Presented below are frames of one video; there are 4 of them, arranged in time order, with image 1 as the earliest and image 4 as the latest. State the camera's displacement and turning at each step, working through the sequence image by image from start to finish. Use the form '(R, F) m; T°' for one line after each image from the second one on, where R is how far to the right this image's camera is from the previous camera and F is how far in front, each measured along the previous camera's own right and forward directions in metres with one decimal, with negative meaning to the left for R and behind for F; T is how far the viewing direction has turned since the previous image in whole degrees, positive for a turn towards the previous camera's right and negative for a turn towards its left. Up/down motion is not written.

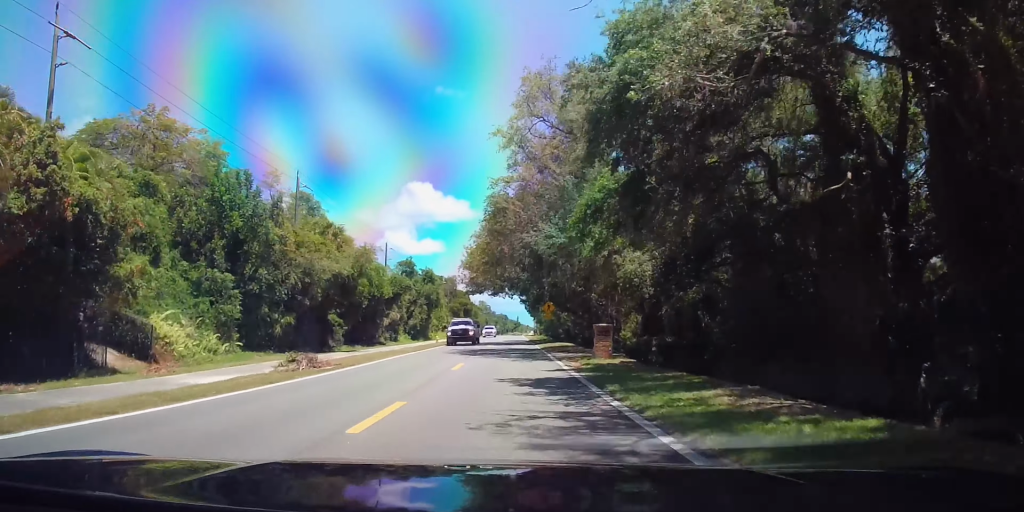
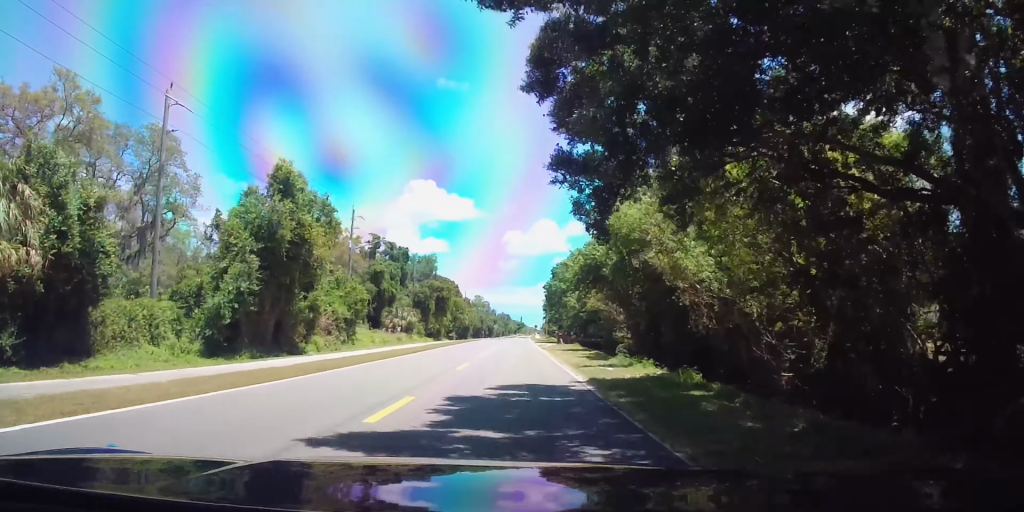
(-0.4, +57.0) m; 0°
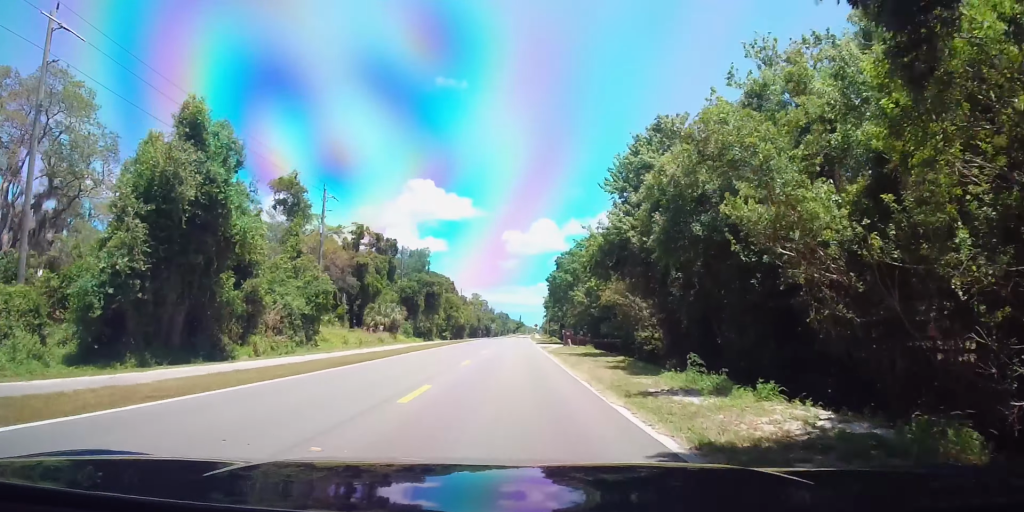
(0.0, +9.7) m; 0°
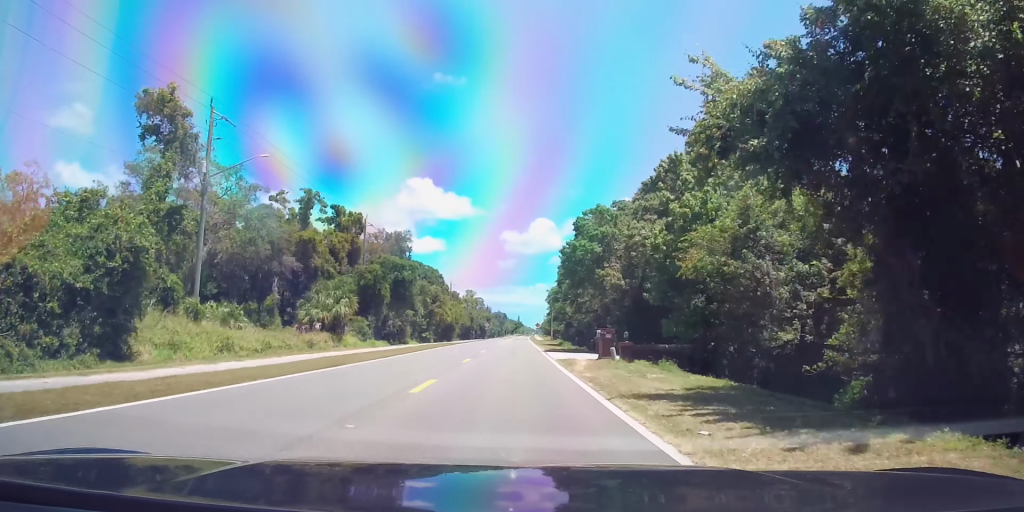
(-0.4, +22.1) m; 0°
